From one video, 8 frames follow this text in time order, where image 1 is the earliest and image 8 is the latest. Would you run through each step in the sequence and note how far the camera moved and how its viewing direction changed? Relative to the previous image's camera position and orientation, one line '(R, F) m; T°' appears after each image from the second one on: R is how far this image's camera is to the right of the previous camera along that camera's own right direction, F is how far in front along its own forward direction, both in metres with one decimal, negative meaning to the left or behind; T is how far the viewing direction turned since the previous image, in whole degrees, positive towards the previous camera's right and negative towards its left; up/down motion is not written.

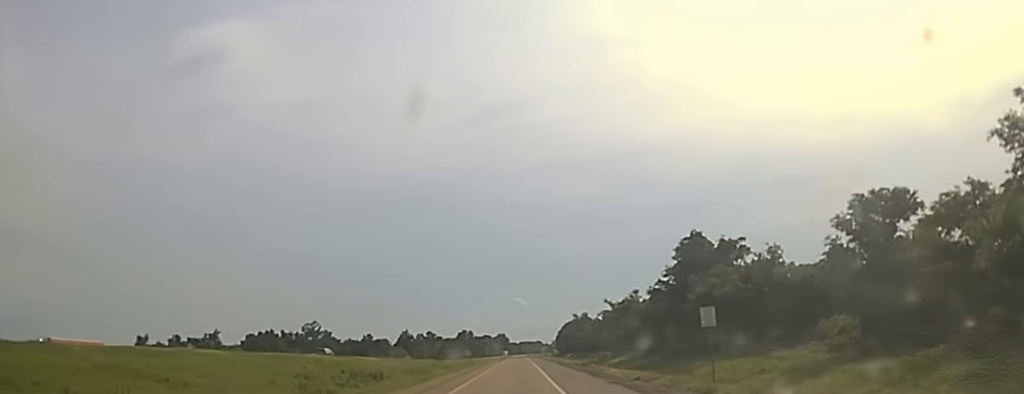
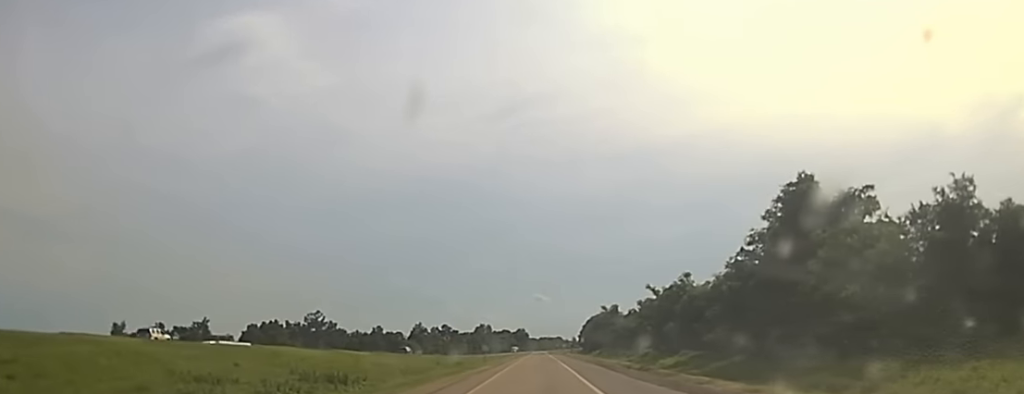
(-0.3, +29.0) m; 0°
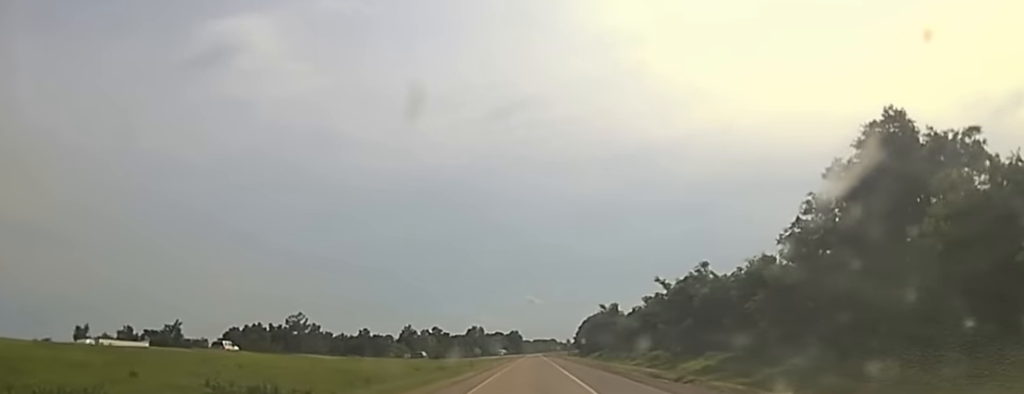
(0.0, +16.3) m; 0°
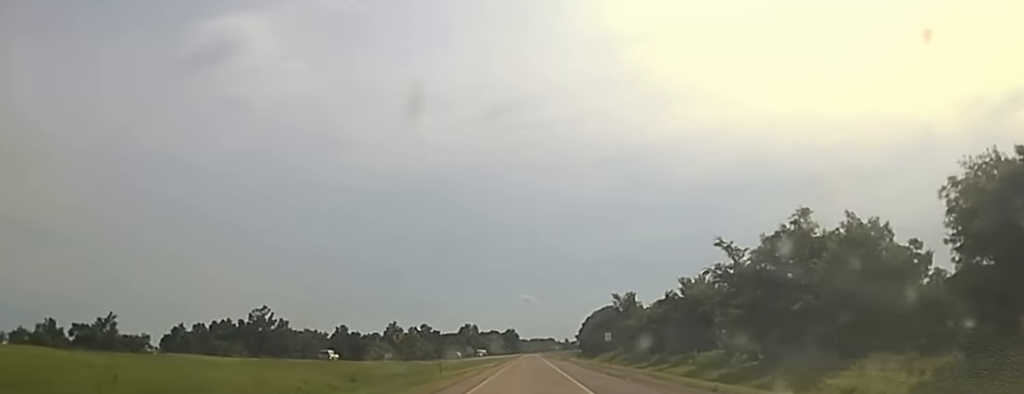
(+0.1, +40.4) m; 0°
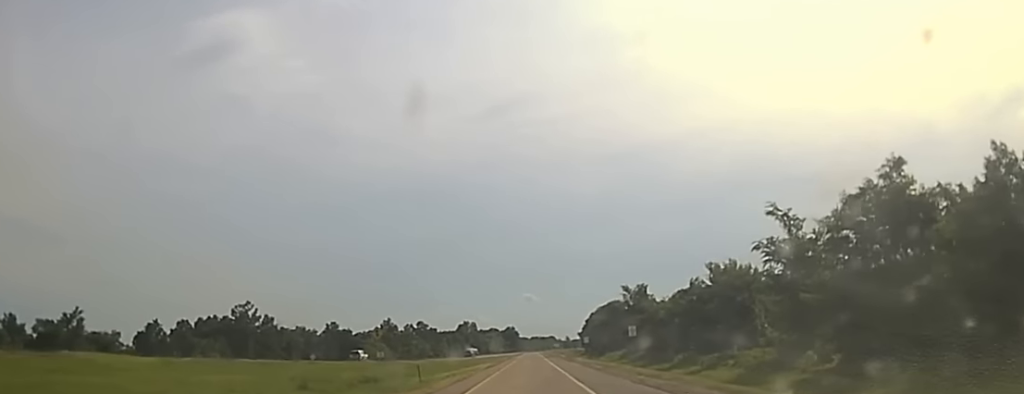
(+0.1, +19.8) m; 0°
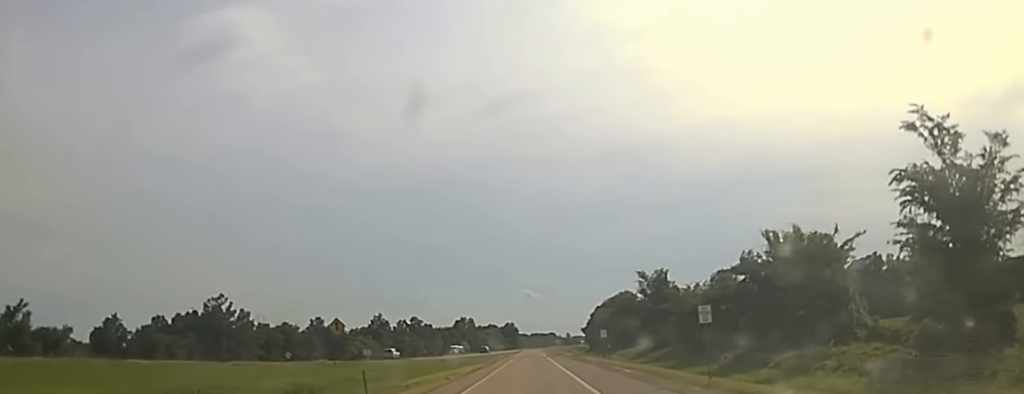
(-0.1, +27.9) m; 0°
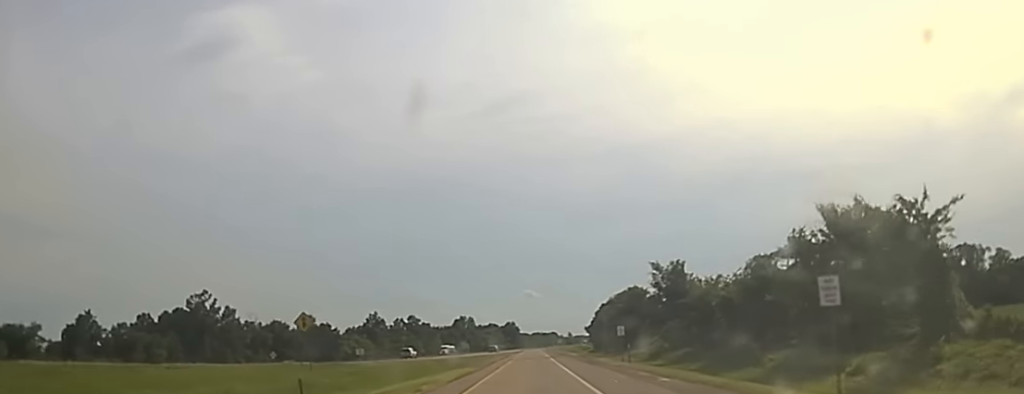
(0.0, +15.3) m; 0°
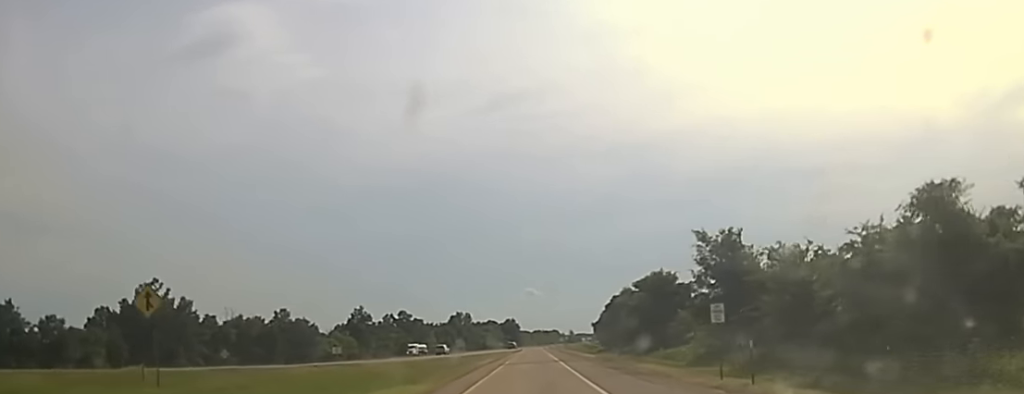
(+0.1, +34.9) m; 0°
